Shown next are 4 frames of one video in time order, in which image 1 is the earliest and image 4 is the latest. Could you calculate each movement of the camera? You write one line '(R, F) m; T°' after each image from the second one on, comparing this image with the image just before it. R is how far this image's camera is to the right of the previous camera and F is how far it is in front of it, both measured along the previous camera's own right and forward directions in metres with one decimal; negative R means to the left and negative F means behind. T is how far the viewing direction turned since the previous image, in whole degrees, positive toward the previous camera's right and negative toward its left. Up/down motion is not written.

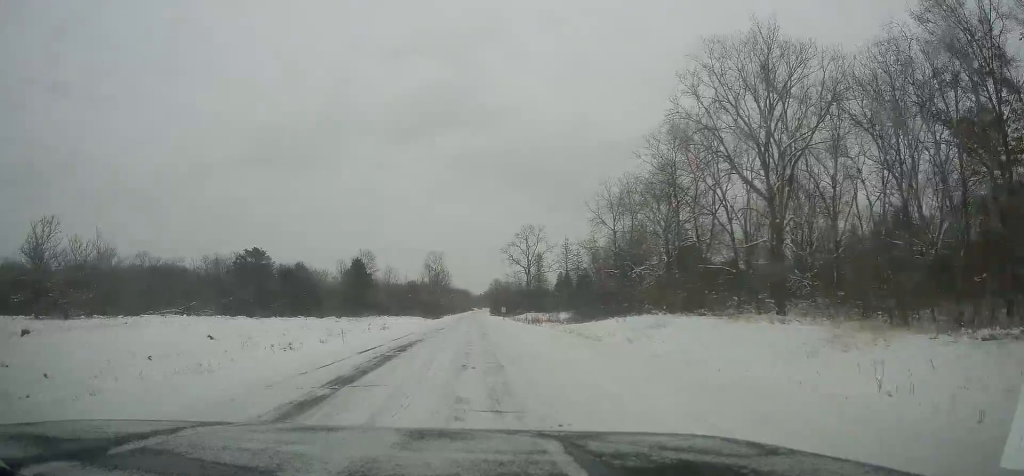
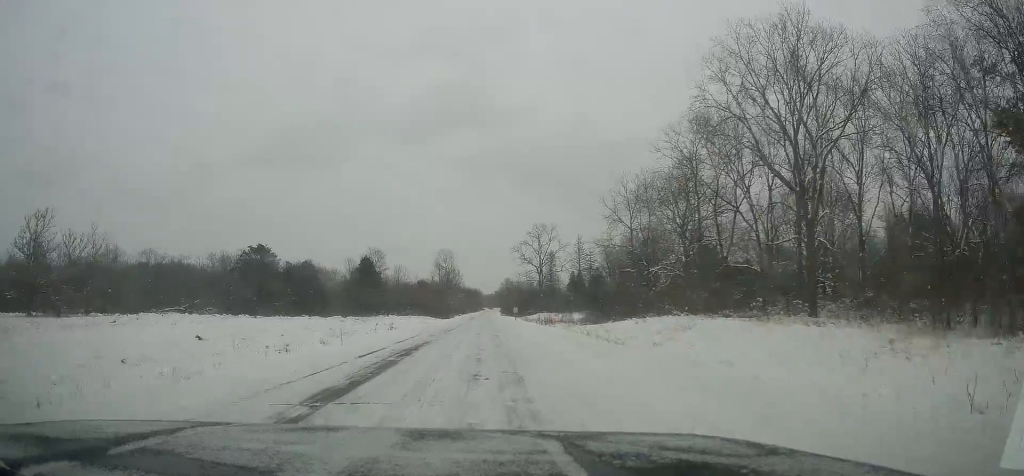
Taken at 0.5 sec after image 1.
(0.0, +2.5) m; +1°
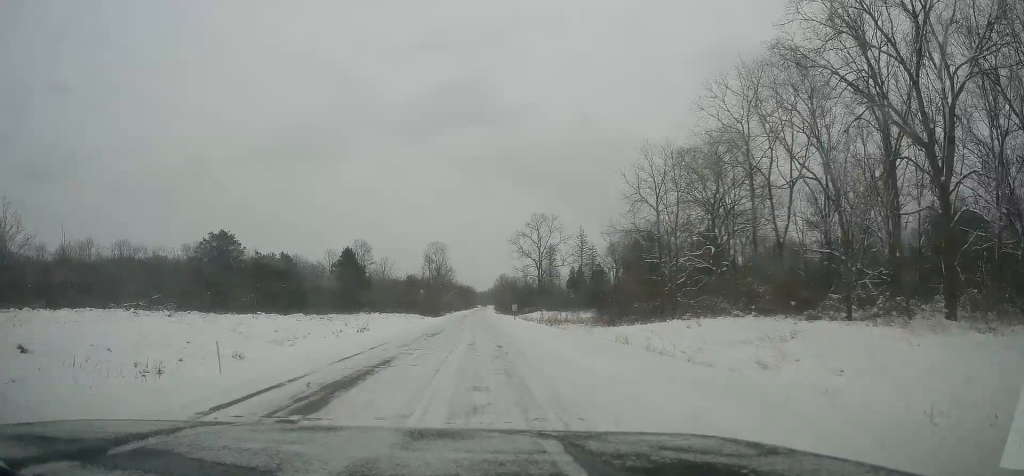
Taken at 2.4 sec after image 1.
(+0.6, +12.0) m; +6°
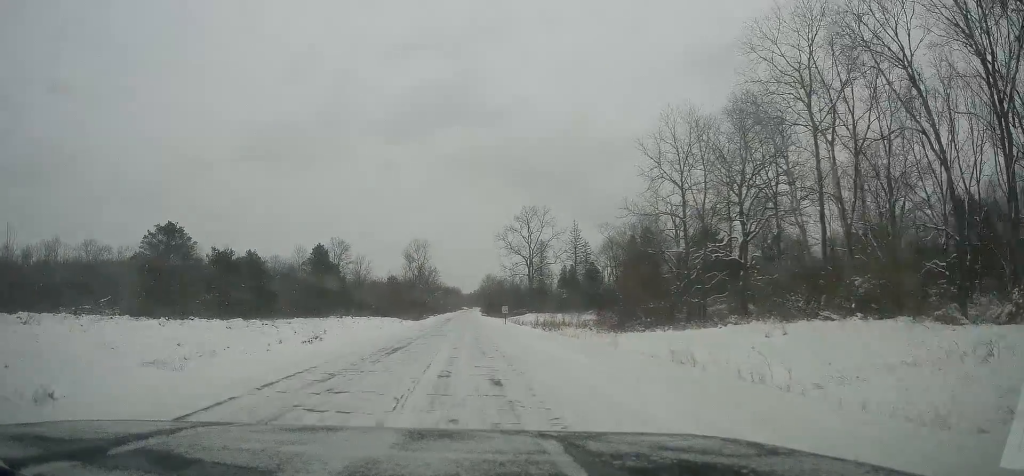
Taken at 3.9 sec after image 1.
(+0.1, +10.4) m; 0°
